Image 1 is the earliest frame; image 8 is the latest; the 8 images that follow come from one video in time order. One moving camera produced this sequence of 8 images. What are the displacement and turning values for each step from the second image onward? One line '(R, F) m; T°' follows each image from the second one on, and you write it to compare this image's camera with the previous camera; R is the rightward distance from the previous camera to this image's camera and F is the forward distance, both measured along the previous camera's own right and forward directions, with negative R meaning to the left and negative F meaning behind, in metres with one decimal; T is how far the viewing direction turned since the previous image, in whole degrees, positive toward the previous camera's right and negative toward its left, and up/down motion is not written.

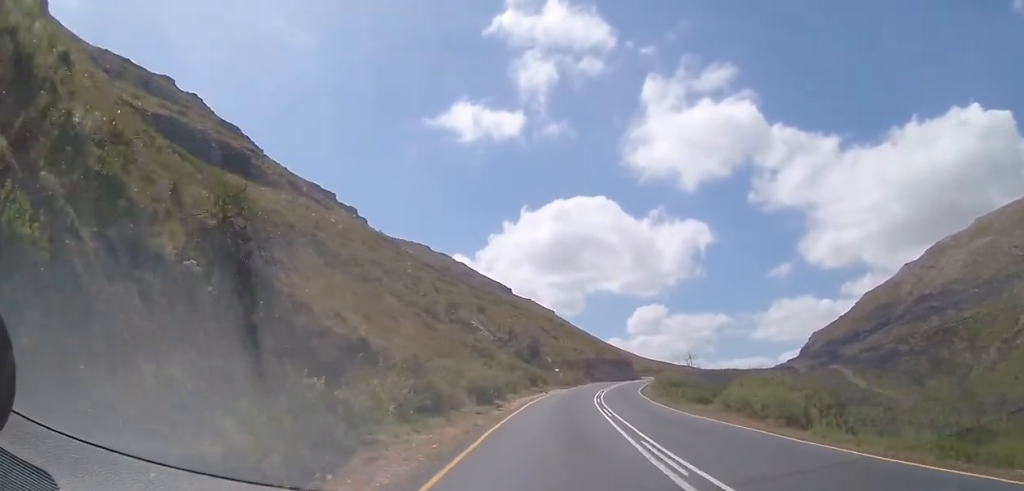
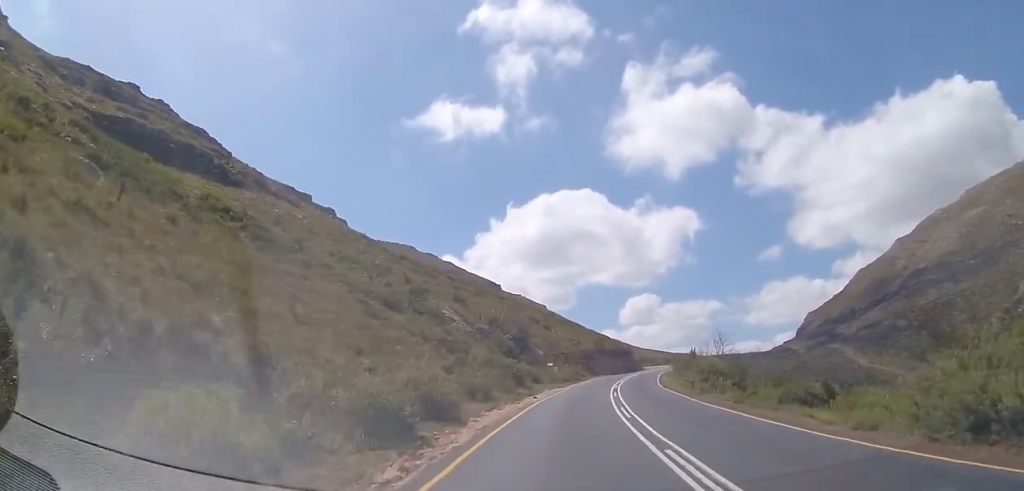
(0.0, +14.9) m; +1°
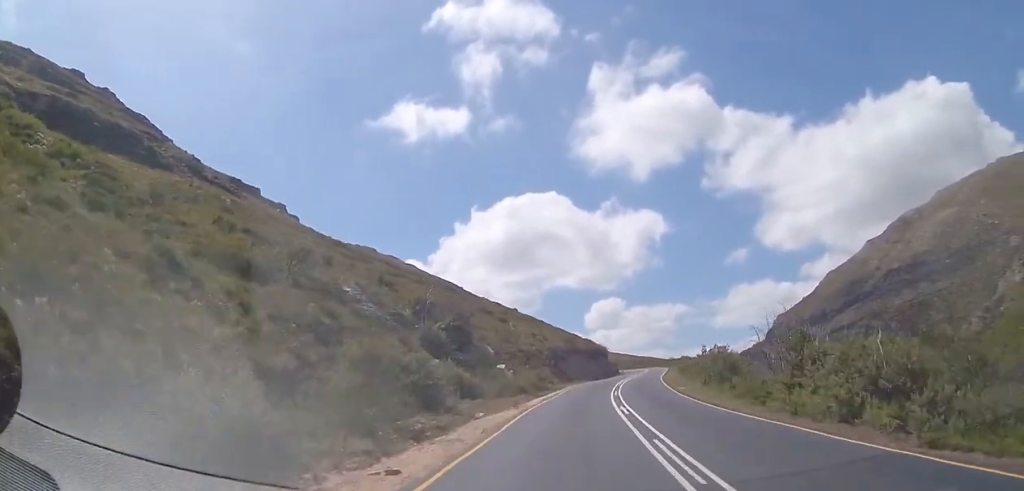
(+0.3, +21.9) m; +2°
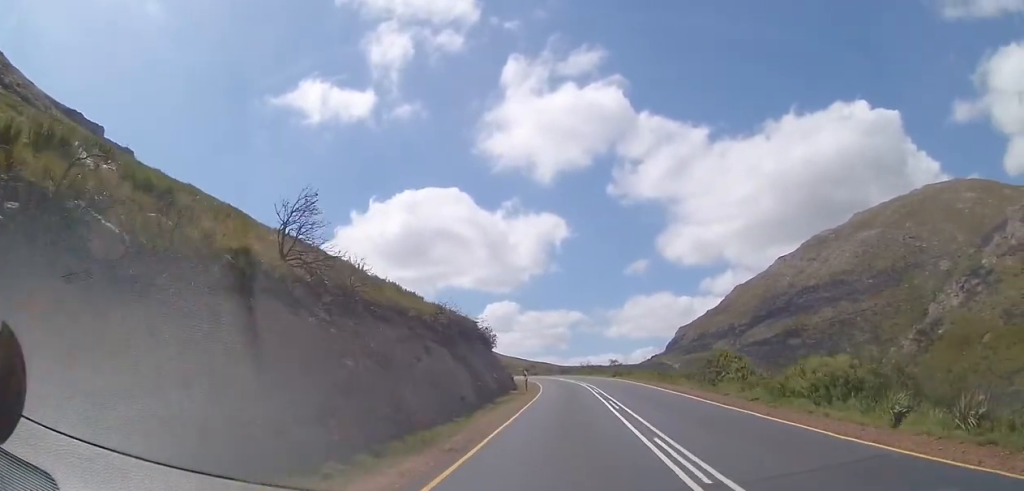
(+5.4, +59.9) m; +11°
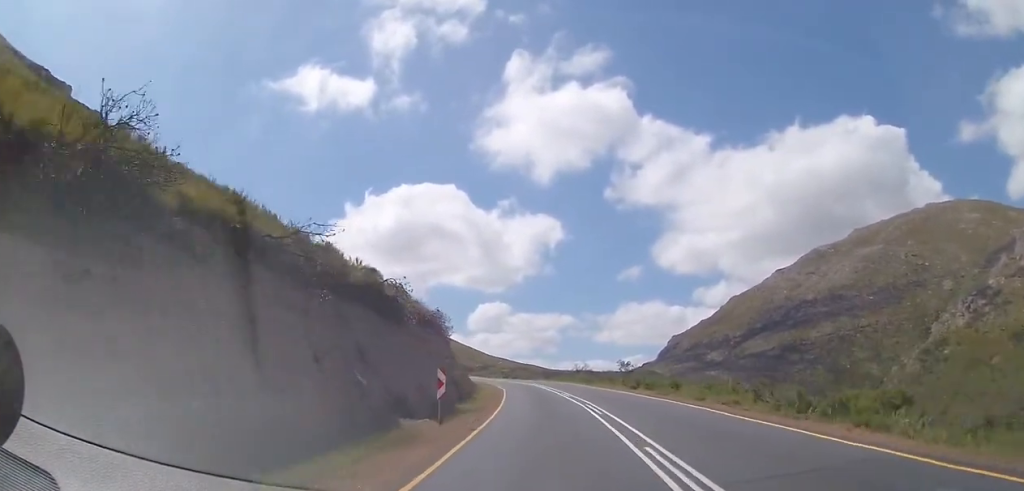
(+0.6, +25.4) m; +2°
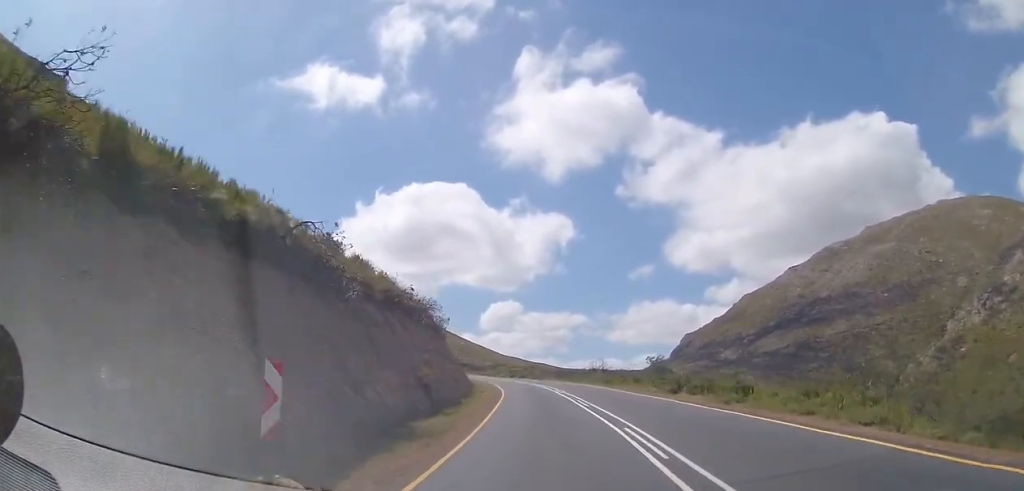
(0.0, +9.7) m; 0°
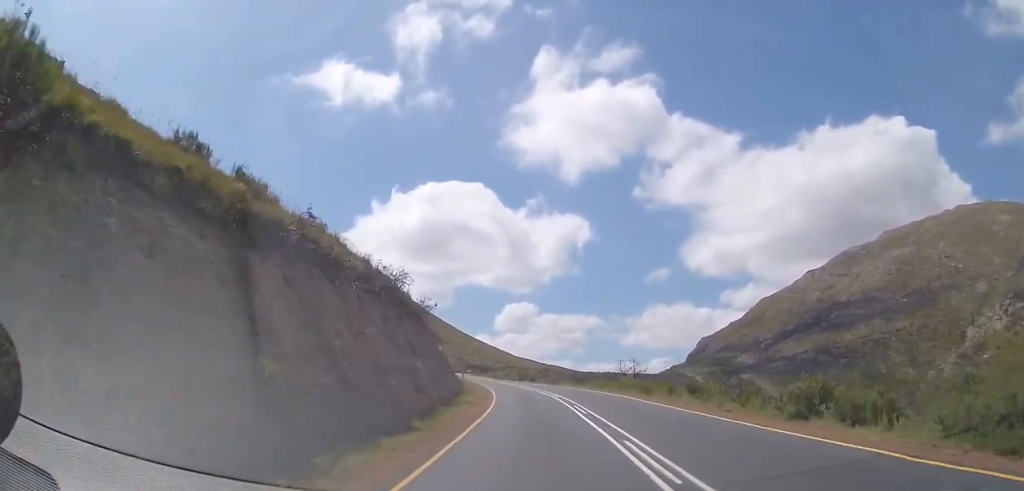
(+0.1, +14.0) m; -2°
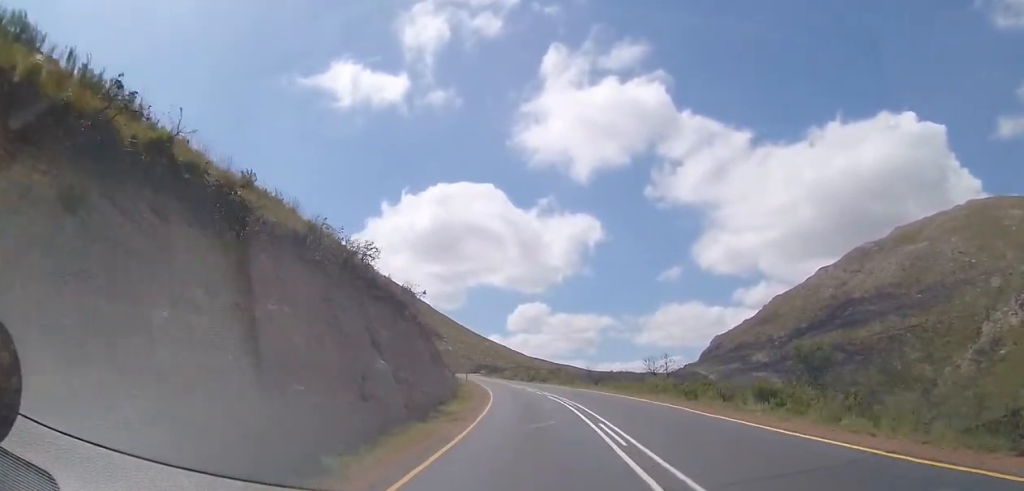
(-0.2, +8.3) m; -2°
